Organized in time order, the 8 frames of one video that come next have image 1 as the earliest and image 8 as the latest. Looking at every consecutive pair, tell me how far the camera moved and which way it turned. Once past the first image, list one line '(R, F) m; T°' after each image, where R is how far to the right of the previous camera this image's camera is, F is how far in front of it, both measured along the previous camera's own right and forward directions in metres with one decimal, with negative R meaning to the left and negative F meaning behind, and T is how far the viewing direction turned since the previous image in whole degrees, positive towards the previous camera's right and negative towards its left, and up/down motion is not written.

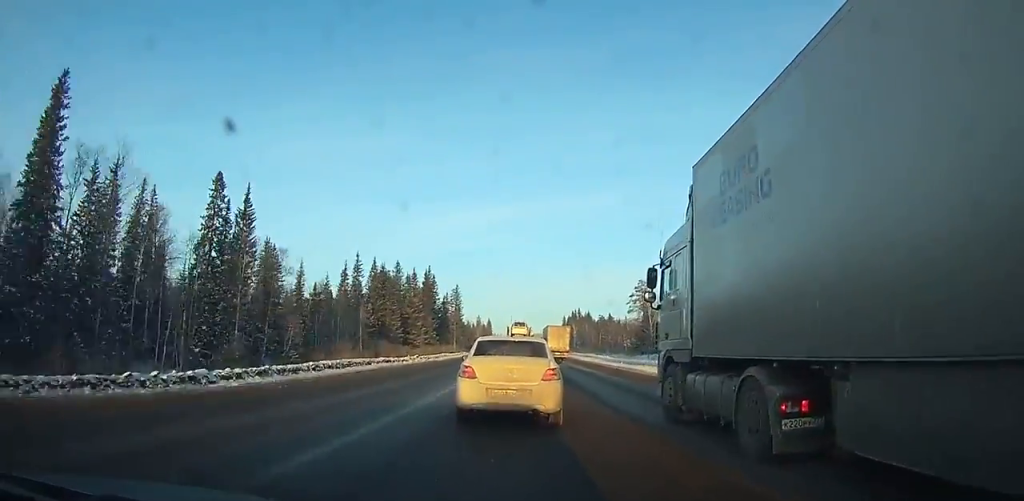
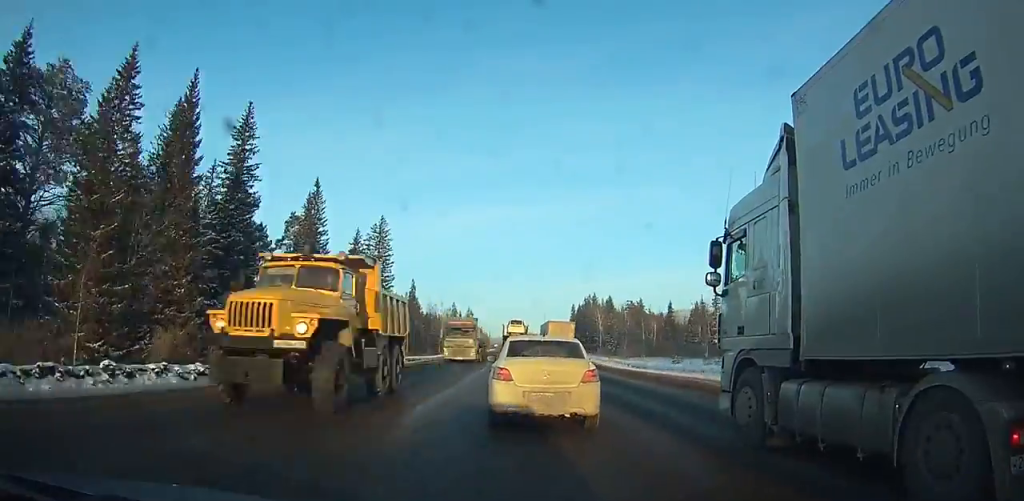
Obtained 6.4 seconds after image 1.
(+0.5, +109.4) m; 0°
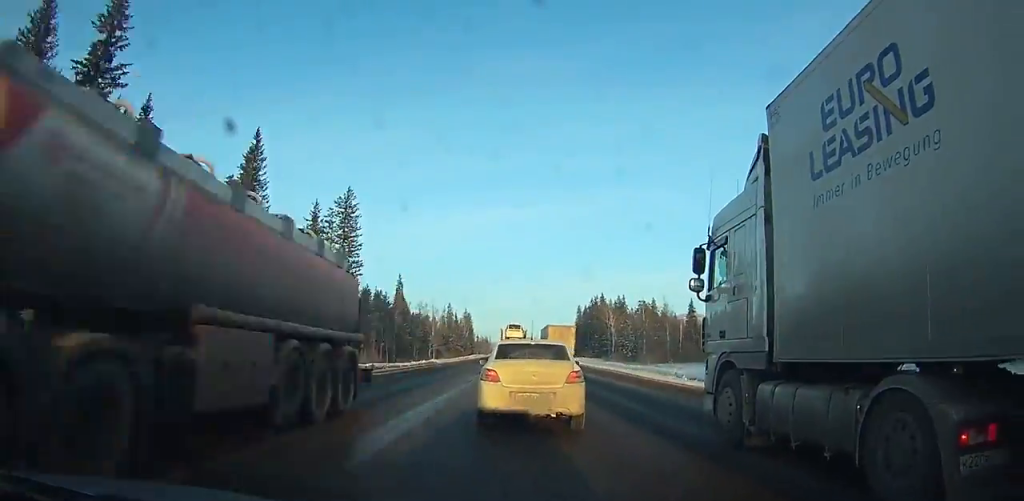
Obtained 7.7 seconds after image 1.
(0.0, +21.1) m; 0°
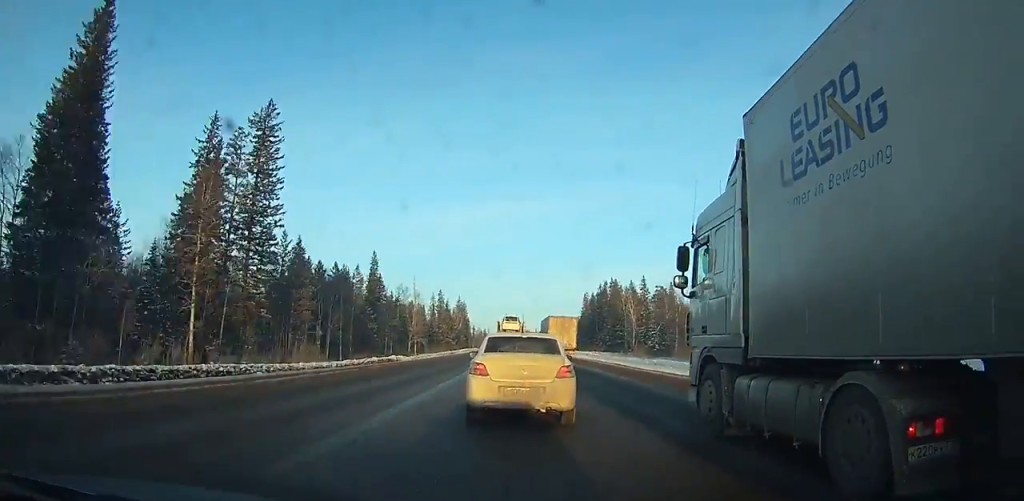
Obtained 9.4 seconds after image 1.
(0.0, +26.7) m; 0°
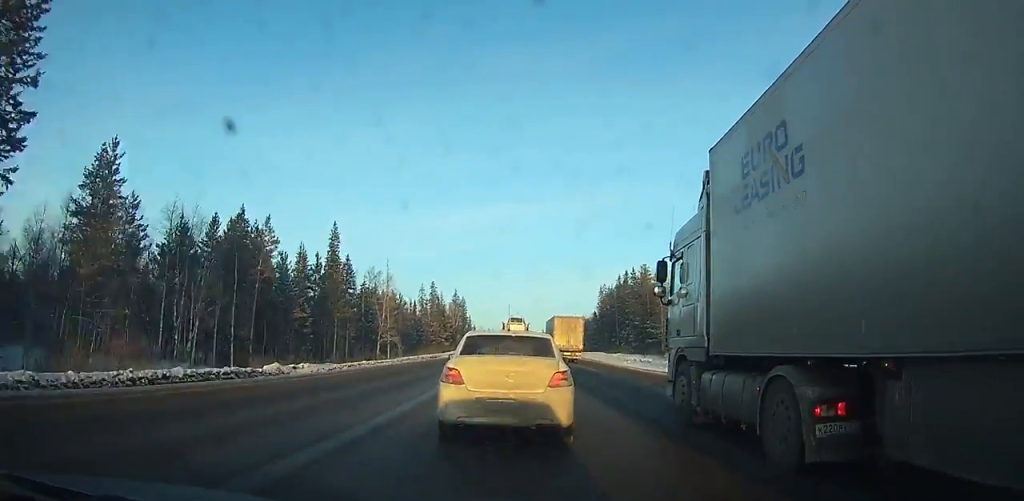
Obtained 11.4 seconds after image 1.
(0.0, +30.6) m; 0°
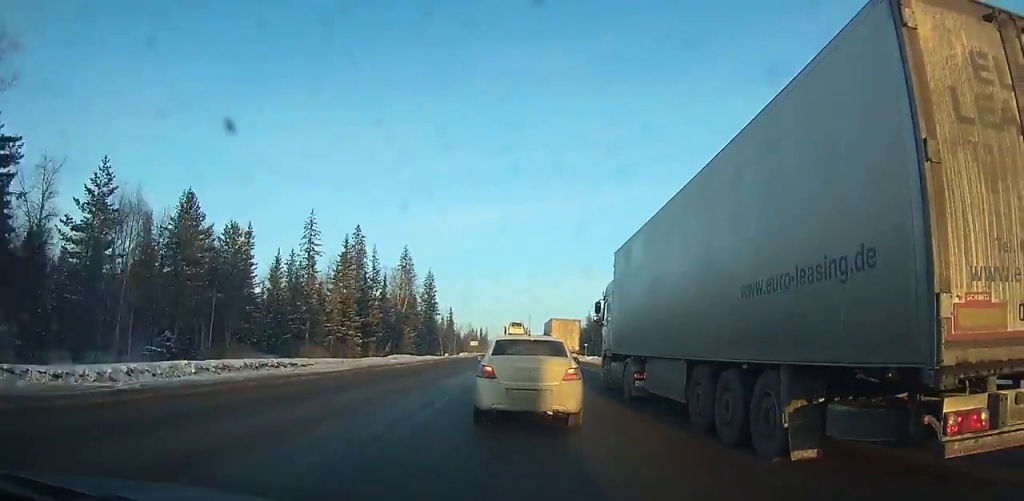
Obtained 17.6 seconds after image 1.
(-0.3, +89.1) m; 0°
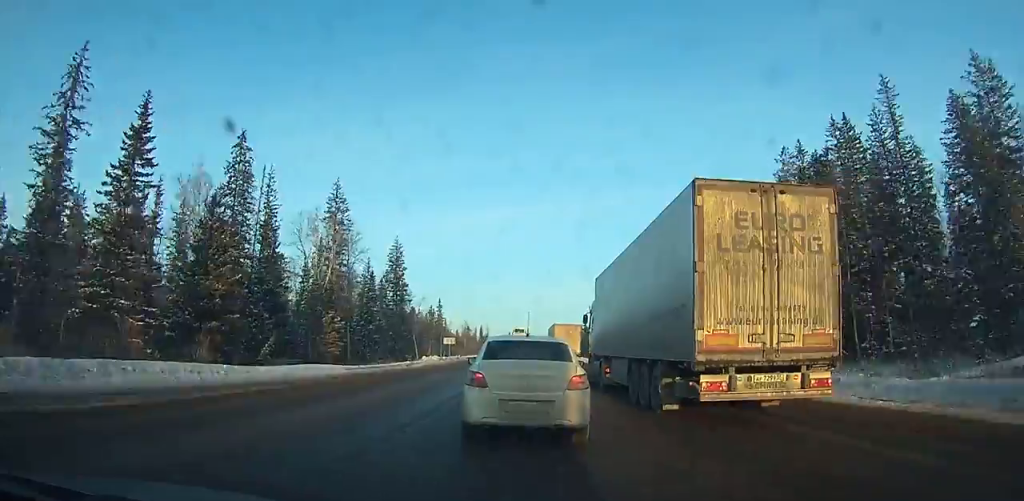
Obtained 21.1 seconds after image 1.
(+0.1, +47.2) m; 0°
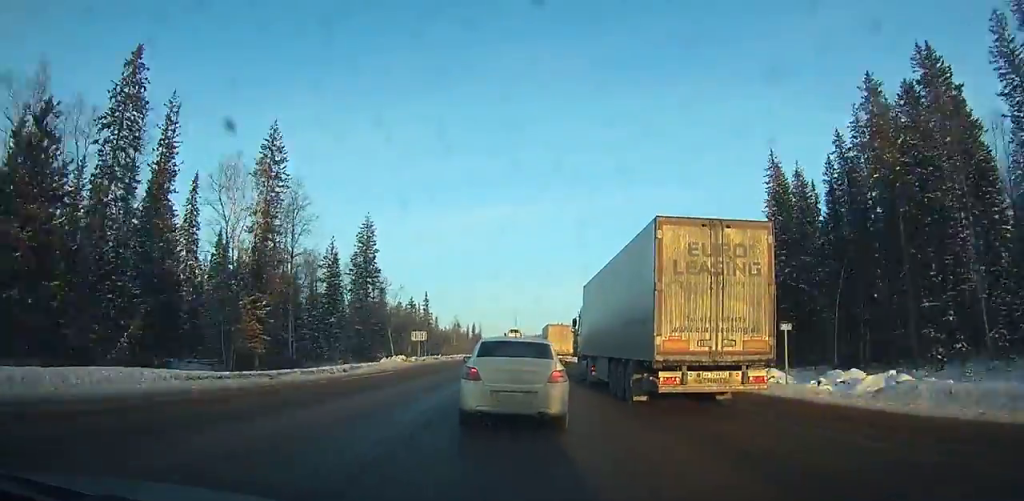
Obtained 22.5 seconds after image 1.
(0.0, +18.6) m; 0°
